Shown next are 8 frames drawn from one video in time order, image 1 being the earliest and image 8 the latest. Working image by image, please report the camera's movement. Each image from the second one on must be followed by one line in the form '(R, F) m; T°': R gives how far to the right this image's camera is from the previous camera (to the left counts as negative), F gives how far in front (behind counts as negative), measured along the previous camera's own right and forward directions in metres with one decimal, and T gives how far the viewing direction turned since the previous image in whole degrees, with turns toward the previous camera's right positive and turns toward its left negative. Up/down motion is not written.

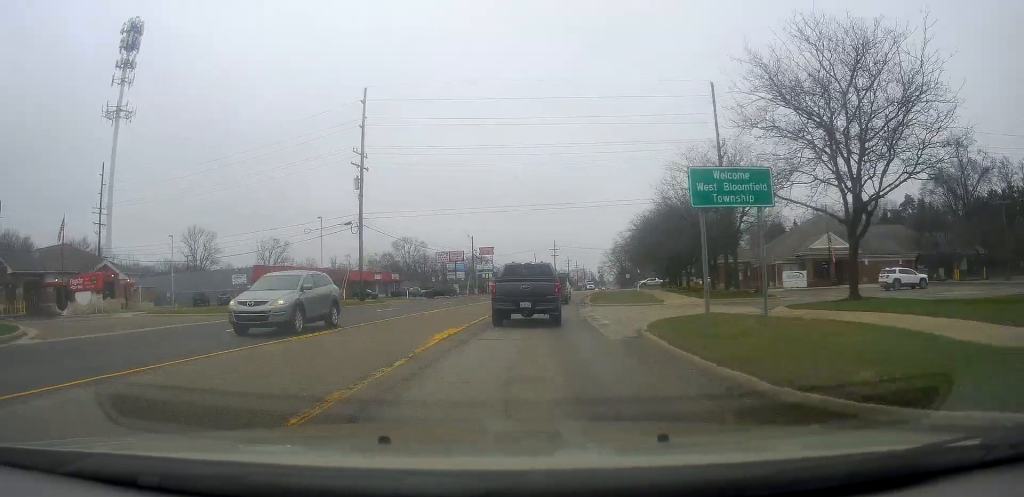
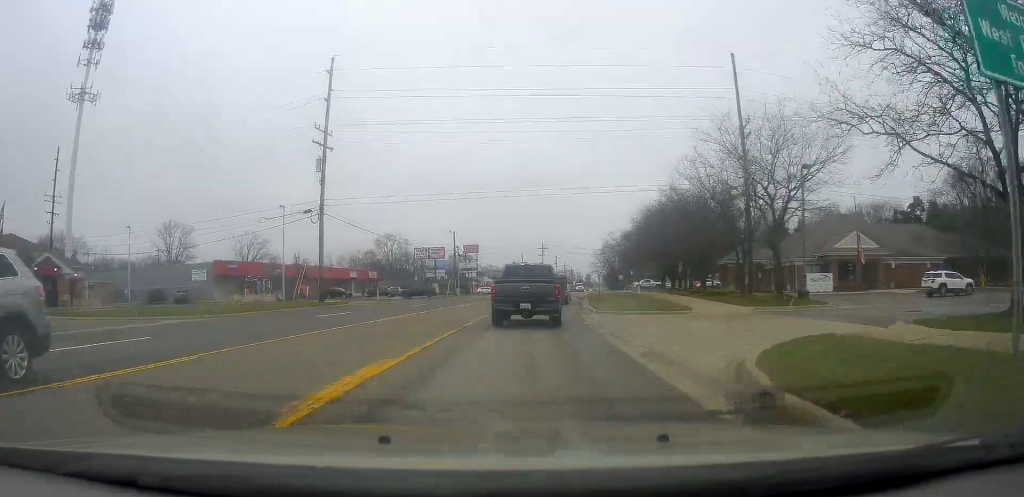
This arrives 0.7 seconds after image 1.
(+0.1, +7.5) m; 0°
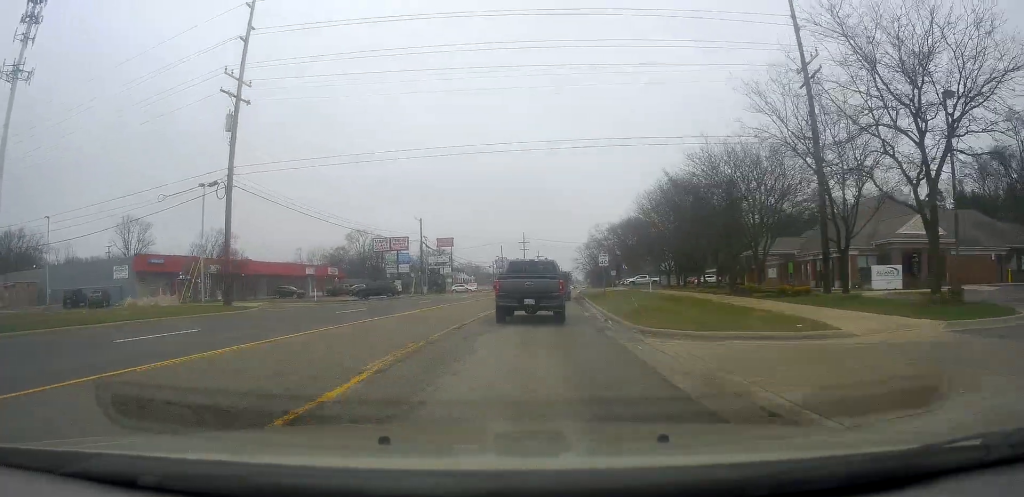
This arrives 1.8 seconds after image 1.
(-0.1, +12.6) m; +3°
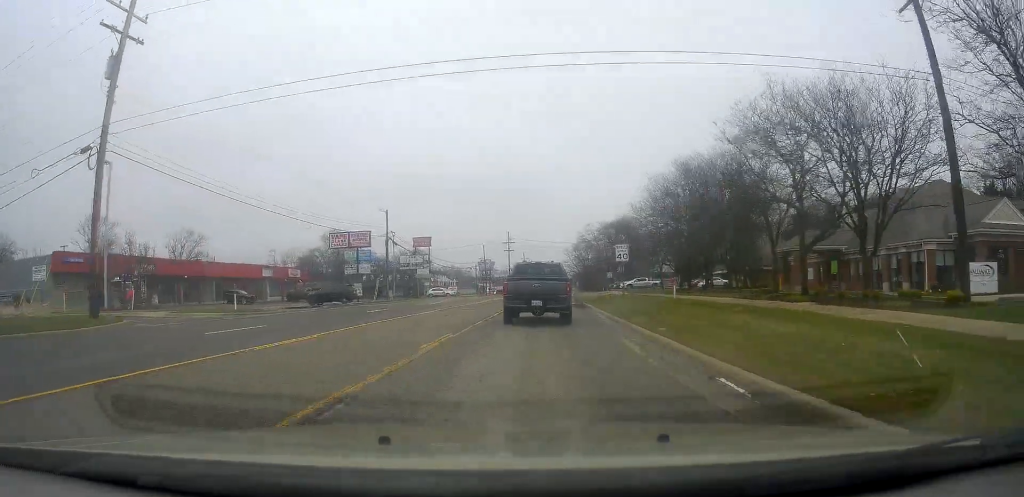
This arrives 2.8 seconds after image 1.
(+0.5, +10.9) m; +3°
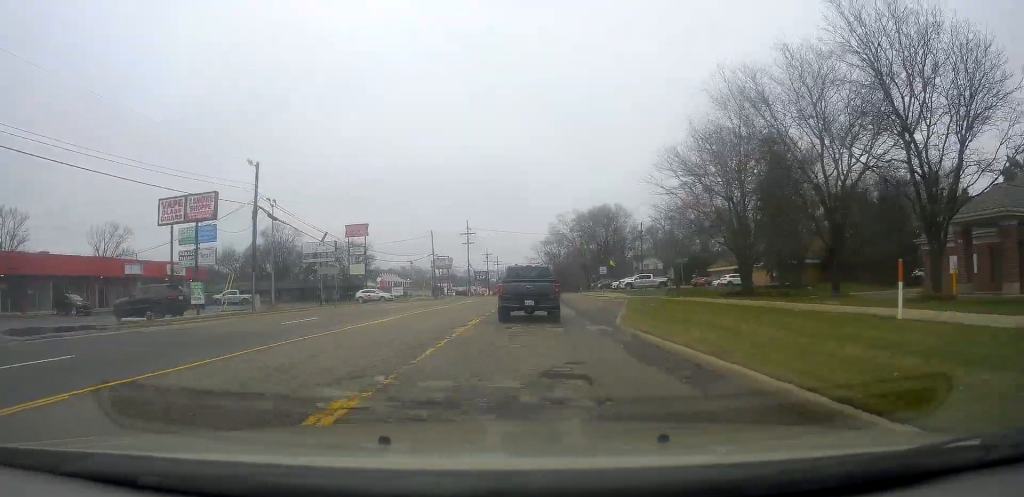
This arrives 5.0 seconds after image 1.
(0.0, +24.1) m; 0°
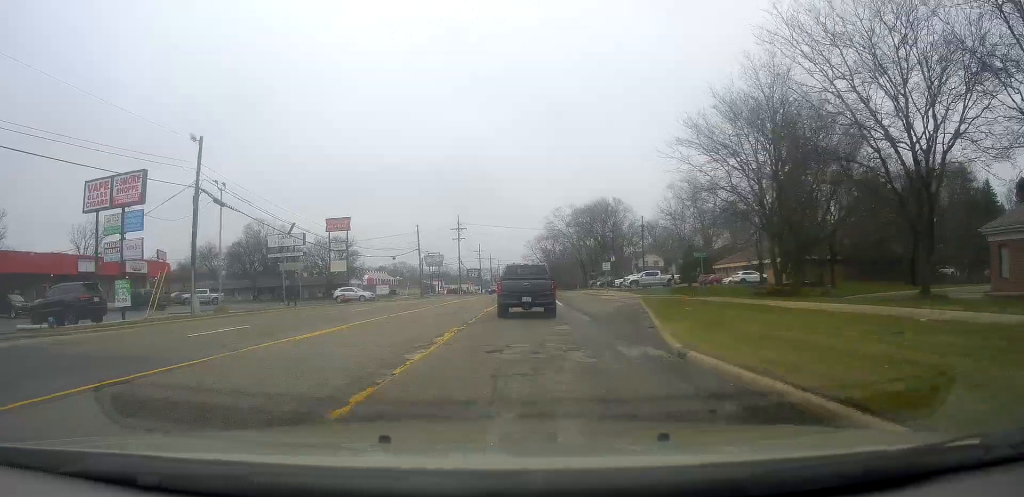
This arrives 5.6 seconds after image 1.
(0.0, +6.7) m; 0°
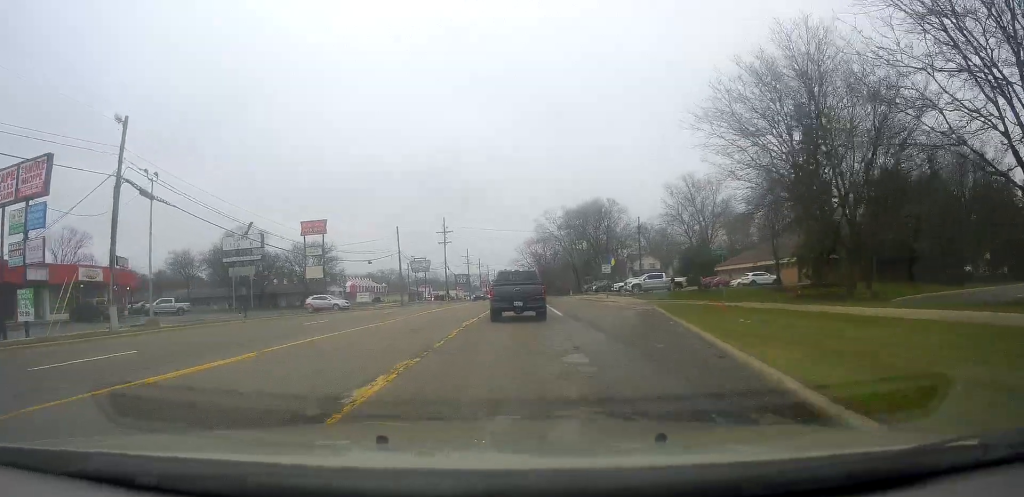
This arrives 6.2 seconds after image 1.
(0.0, +6.2) m; 0°
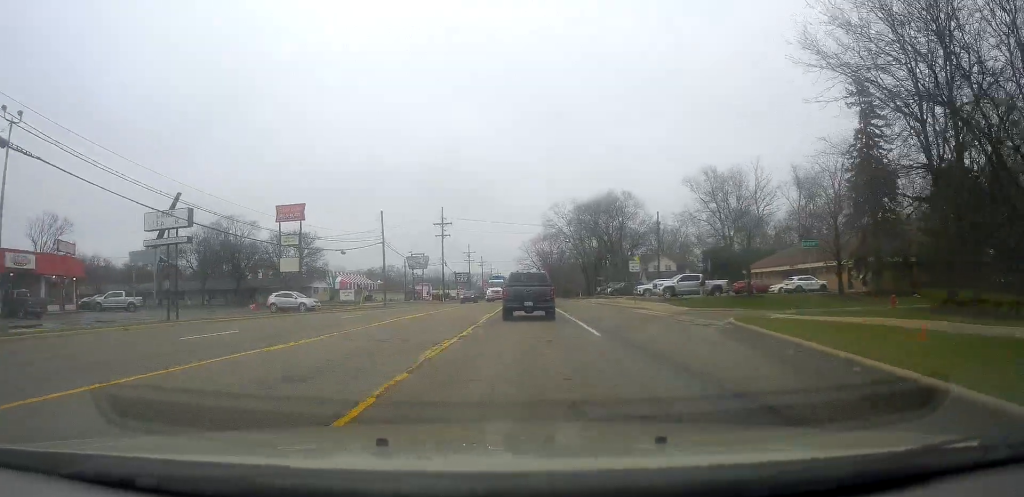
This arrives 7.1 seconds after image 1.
(0.0, +10.2) m; 0°
